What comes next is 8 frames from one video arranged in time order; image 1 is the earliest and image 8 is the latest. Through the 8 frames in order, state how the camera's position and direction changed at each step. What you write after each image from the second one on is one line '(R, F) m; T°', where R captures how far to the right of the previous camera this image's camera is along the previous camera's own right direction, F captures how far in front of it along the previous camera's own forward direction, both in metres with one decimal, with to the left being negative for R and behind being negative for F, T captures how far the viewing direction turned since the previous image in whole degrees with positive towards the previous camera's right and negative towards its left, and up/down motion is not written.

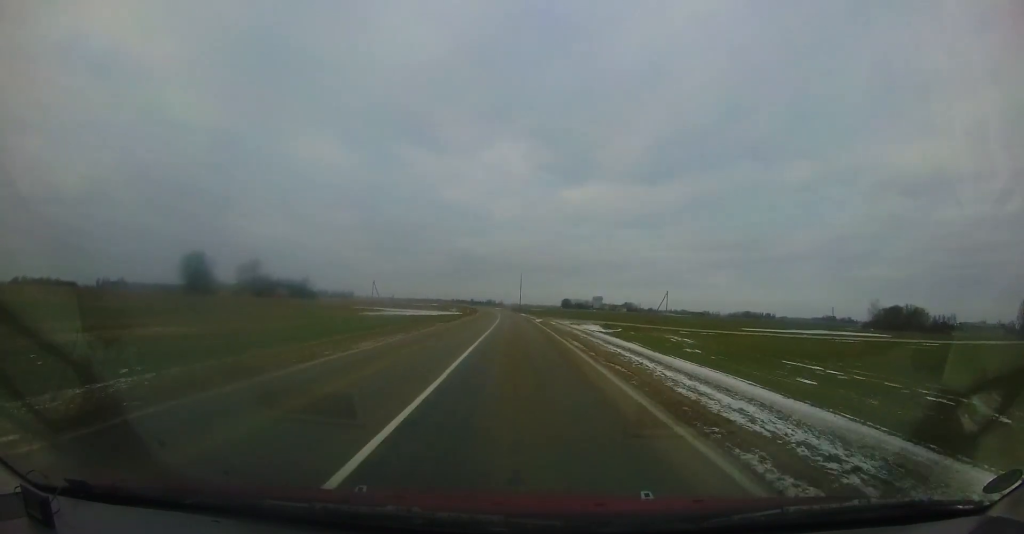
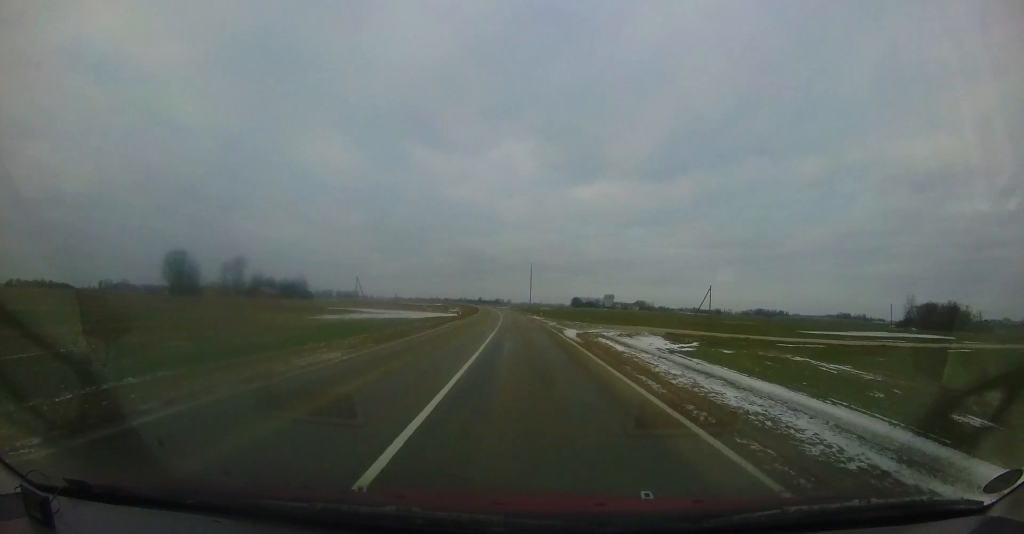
(-0.3, +17.5) m; -2°
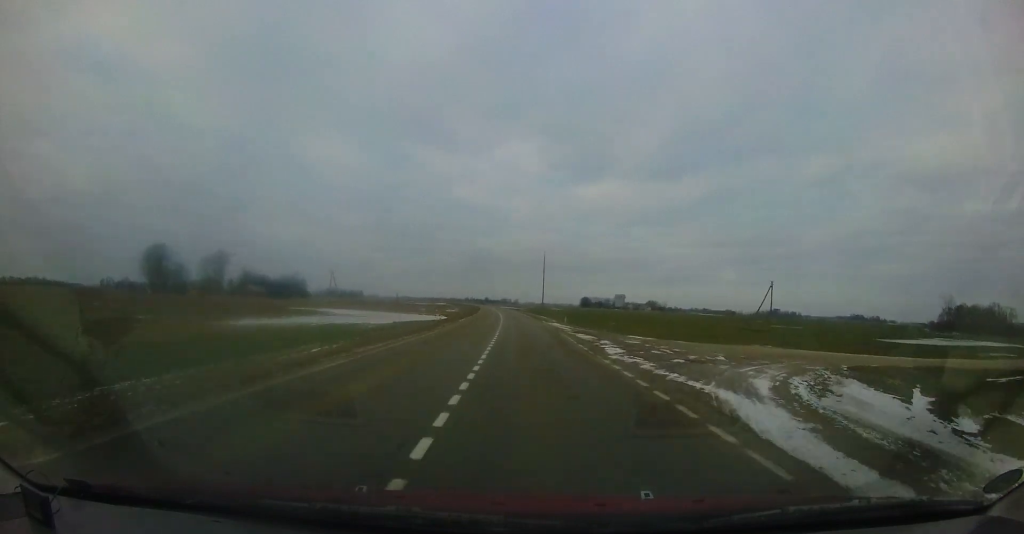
(-0.3, +17.5) m; -1°
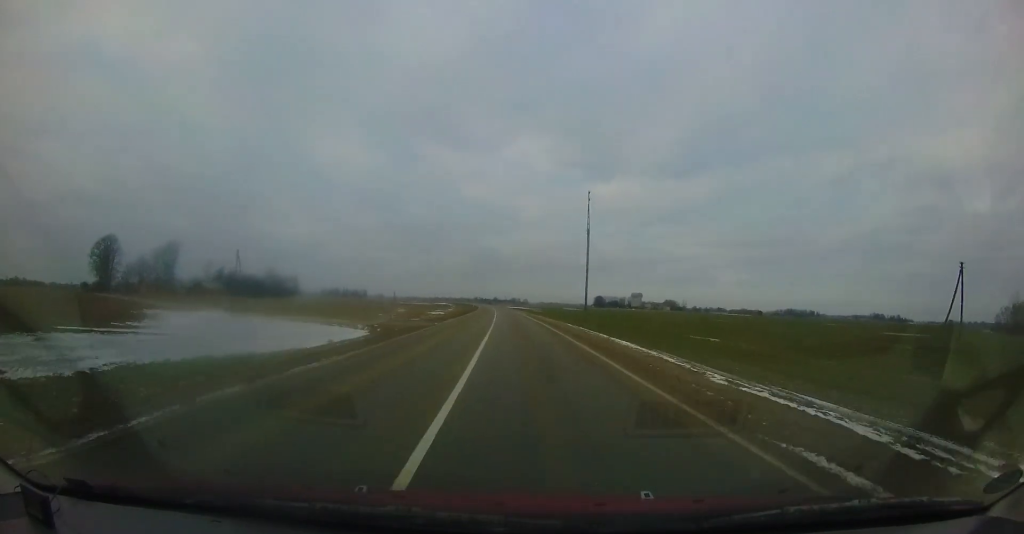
(0.0, +31.9) m; -1°
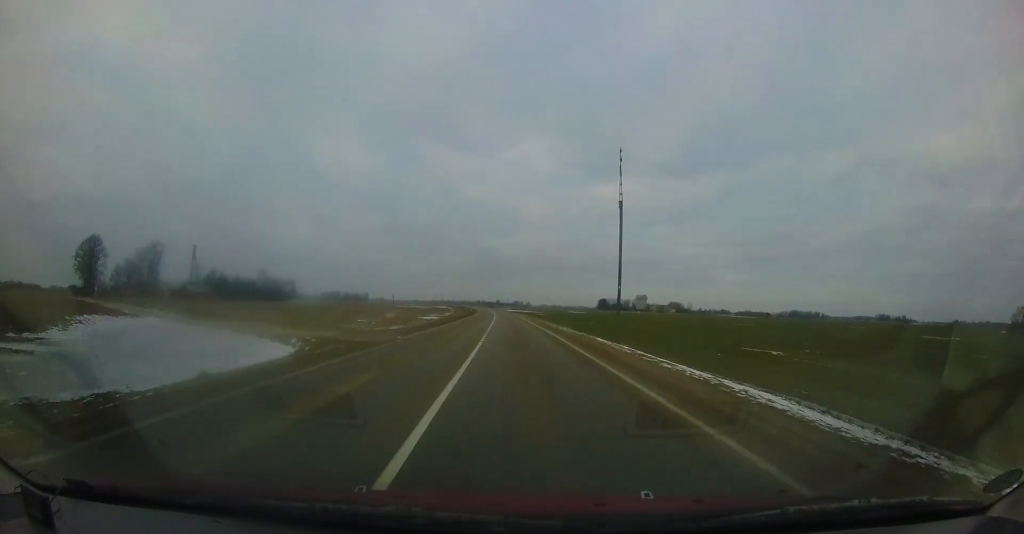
(-0.3, +8.8) m; -1°
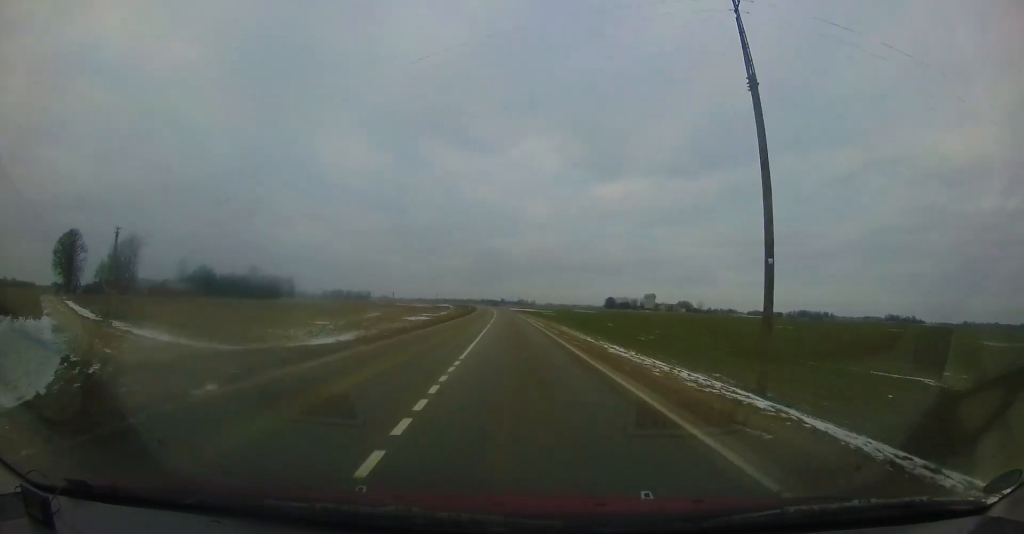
(-0.3, +12.3) m; -1°
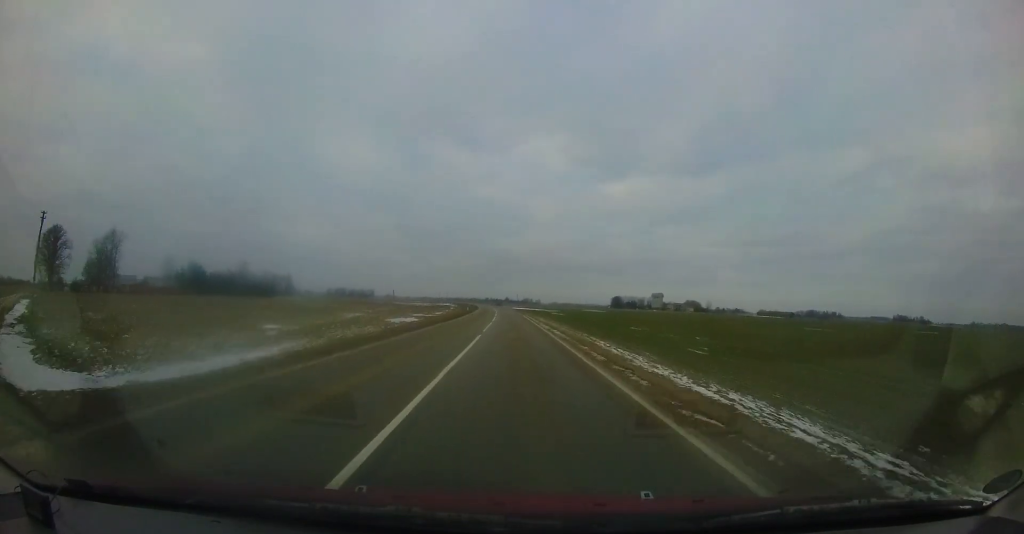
(0.0, +9.6) m; 0°
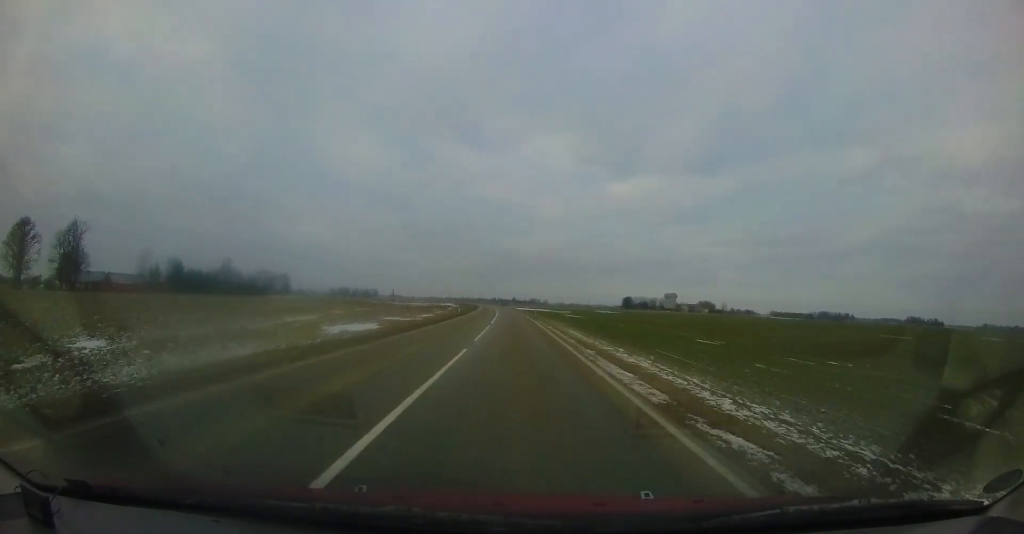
(0.0, +17.2) m; -1°
